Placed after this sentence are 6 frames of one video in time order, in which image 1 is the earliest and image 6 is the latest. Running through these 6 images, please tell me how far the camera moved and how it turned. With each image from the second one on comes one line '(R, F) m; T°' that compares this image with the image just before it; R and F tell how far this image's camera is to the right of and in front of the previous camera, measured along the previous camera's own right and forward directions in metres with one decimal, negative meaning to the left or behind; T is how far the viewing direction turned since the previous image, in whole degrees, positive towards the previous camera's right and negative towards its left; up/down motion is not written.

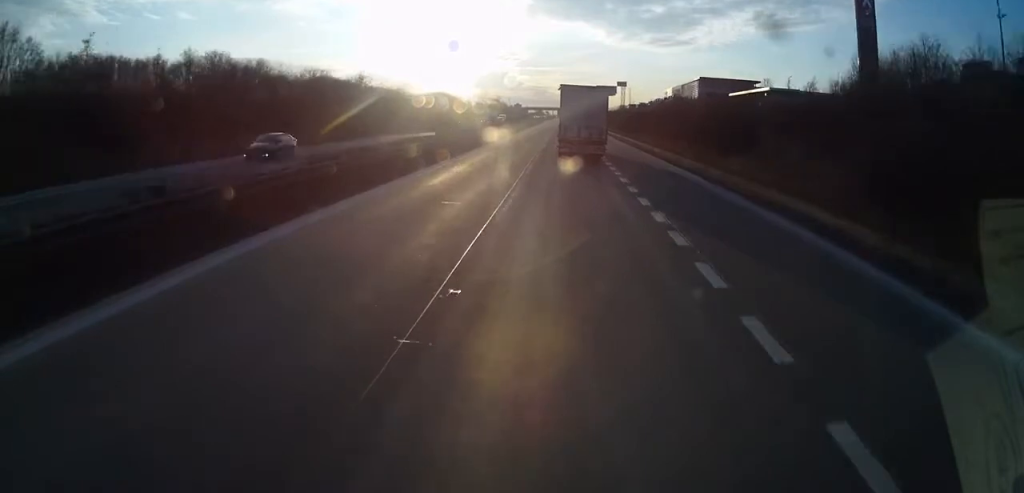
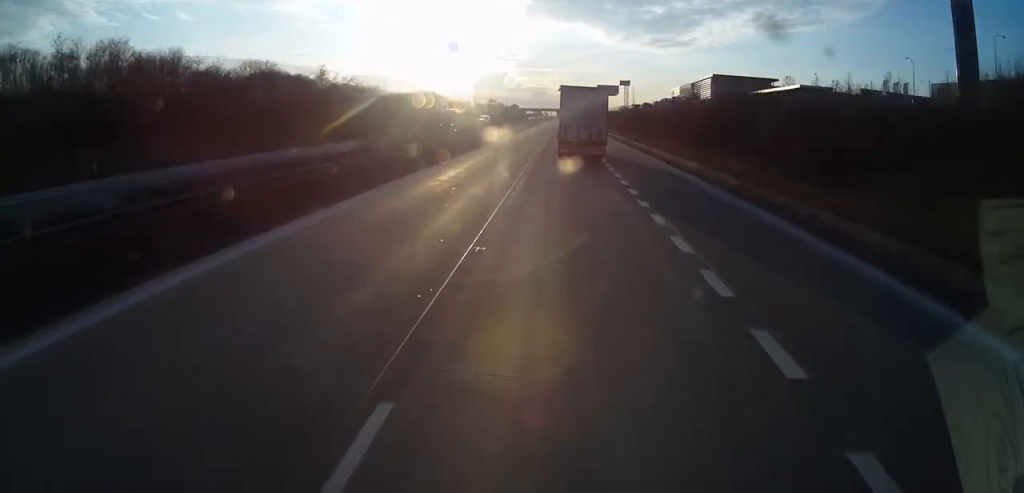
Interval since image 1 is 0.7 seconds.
(+0.1, +15.5) m; -1°
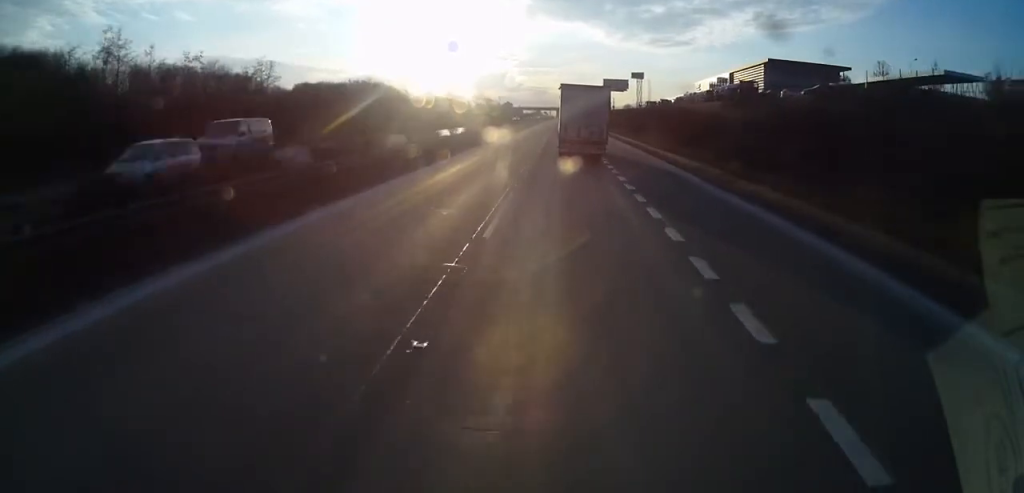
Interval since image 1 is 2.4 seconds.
(+0.7, +41.0) m; +1°
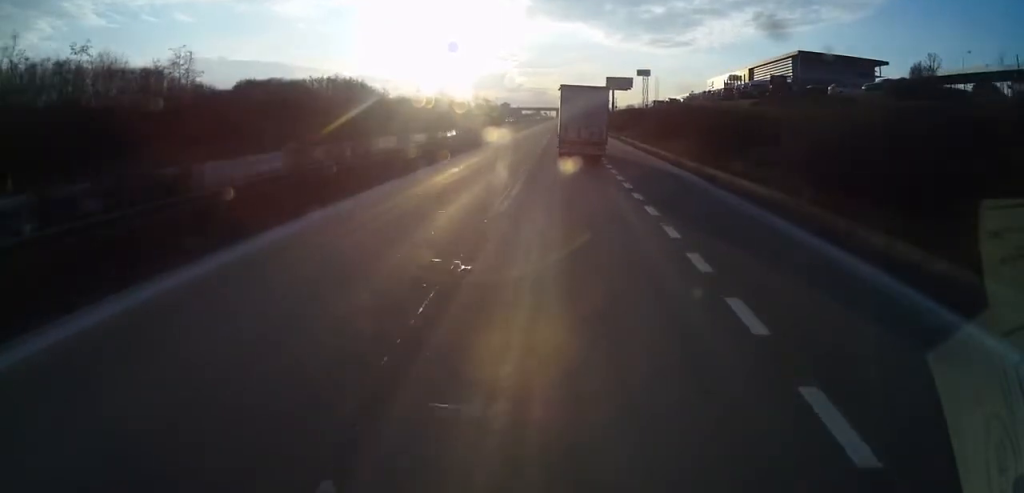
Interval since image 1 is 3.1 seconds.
(-0.2, +14.6) m; 0°
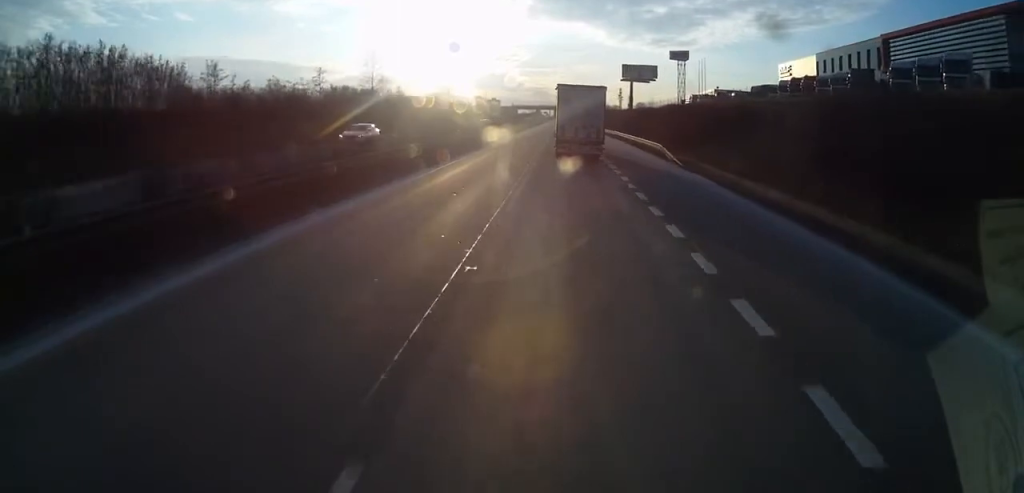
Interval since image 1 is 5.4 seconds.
(-0.2, +54.1) m; 0°
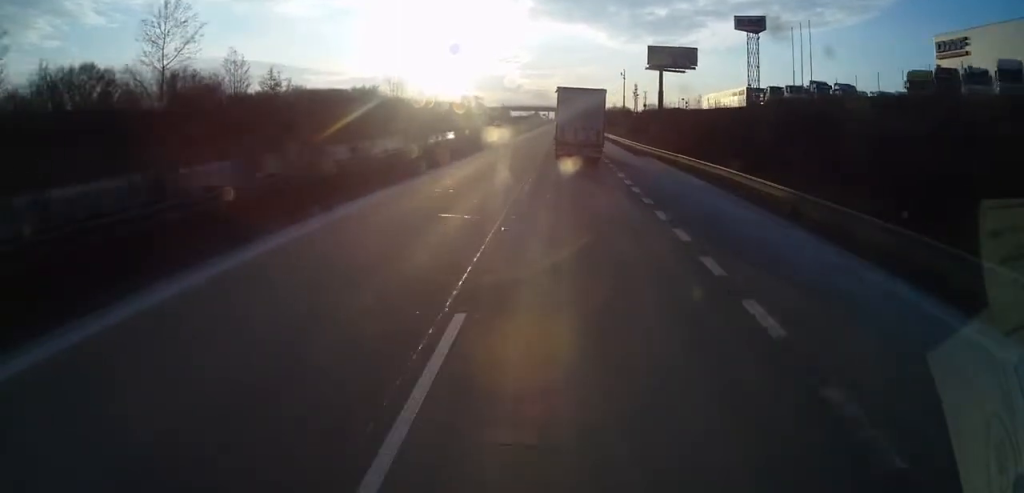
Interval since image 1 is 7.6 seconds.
(0.0, +50.9) m; -1°
